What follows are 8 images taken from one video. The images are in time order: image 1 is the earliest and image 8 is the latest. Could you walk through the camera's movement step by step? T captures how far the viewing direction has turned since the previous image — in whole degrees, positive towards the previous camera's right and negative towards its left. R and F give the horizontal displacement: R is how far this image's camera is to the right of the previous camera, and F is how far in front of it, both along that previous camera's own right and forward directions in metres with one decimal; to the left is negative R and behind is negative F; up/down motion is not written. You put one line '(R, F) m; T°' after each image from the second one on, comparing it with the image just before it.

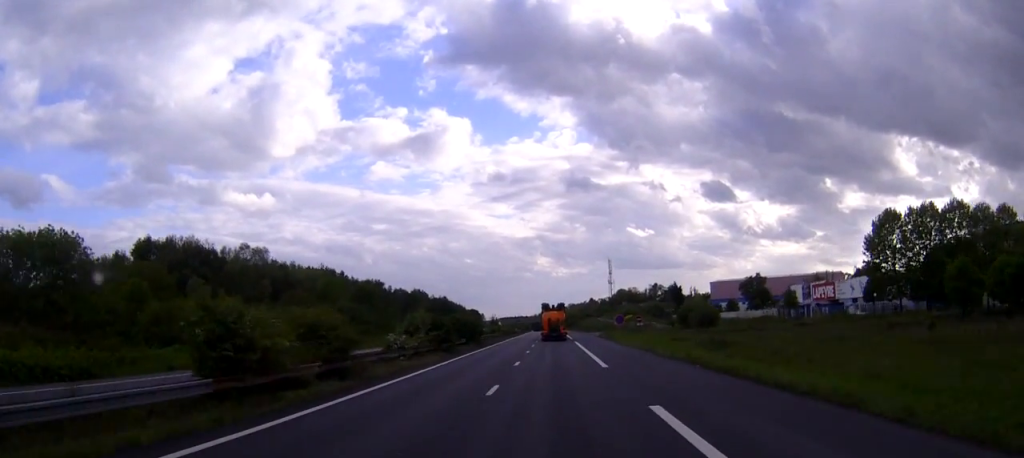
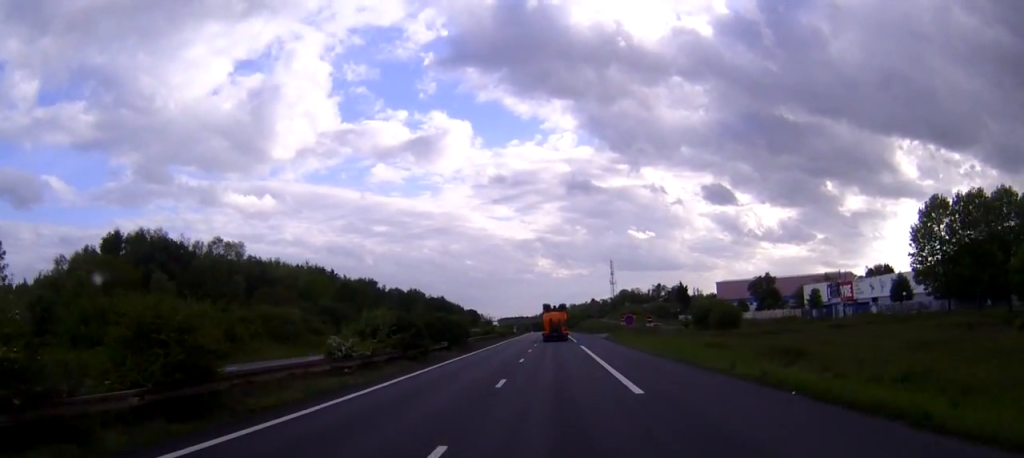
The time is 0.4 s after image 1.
(0.0, +10.9) m; 0°
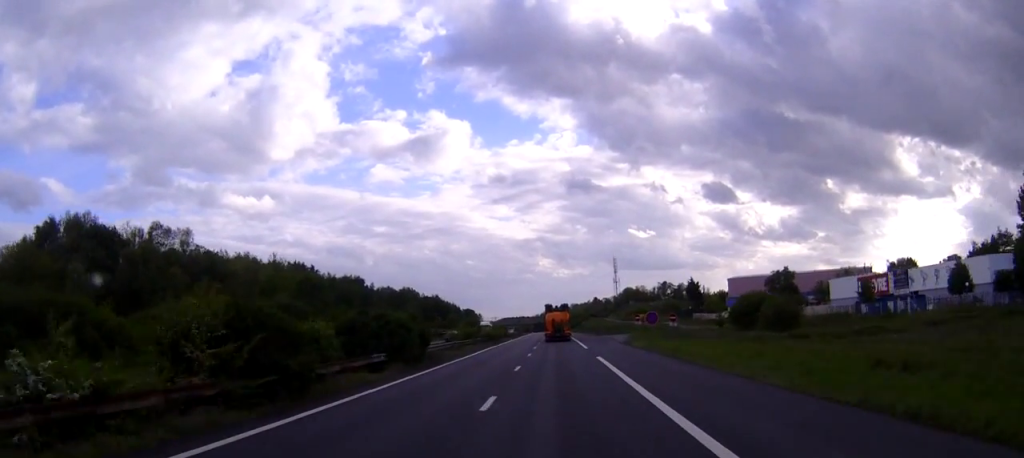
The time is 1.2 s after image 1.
(0.0, +19.2) m; 0°
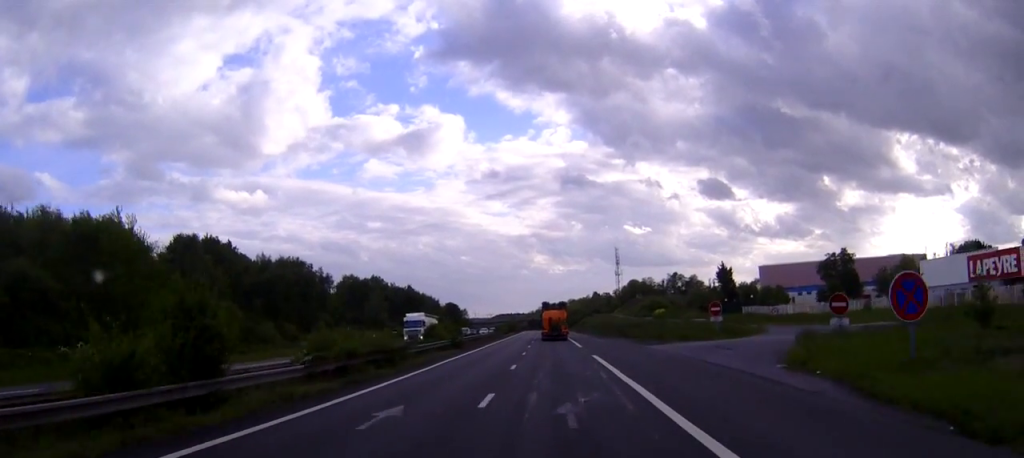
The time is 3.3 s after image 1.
(+0.2, +51.8) m; 0°
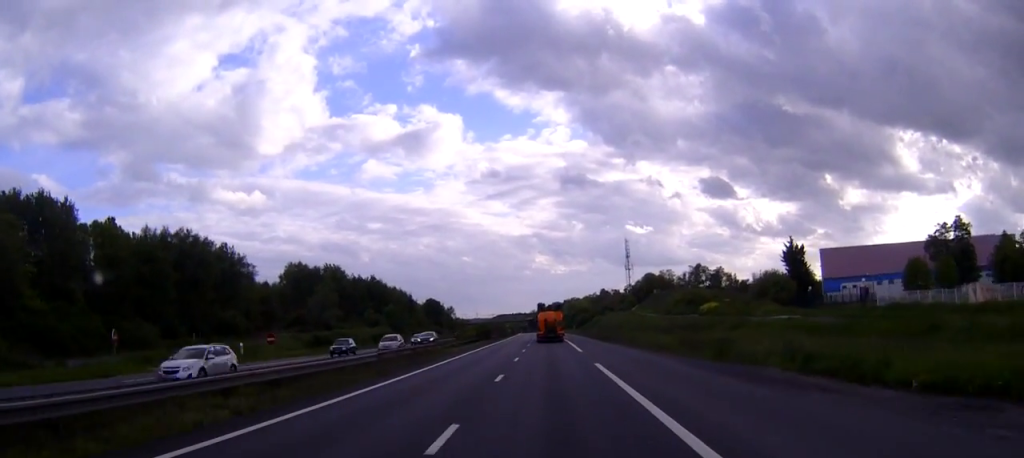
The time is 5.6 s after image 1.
(-0.1, +57.6) m; 0°
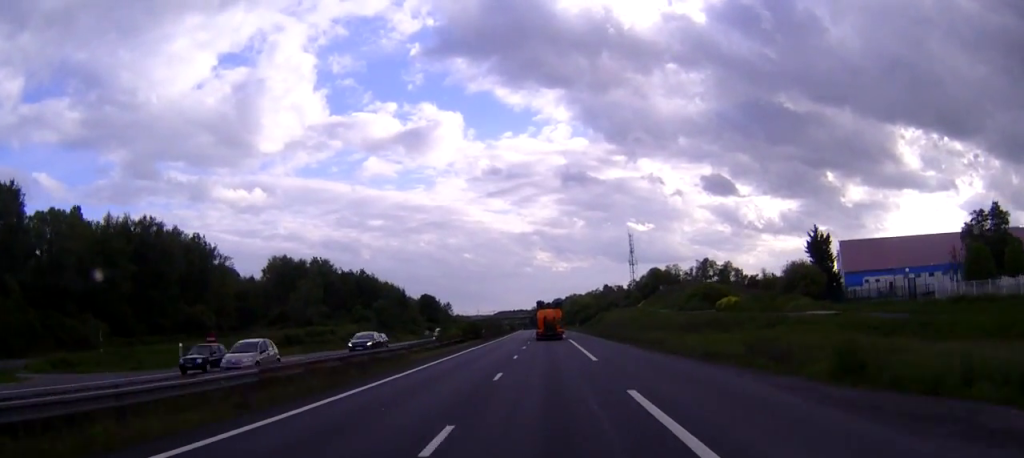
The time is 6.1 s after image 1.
(0.0, +13.4) m; 0°
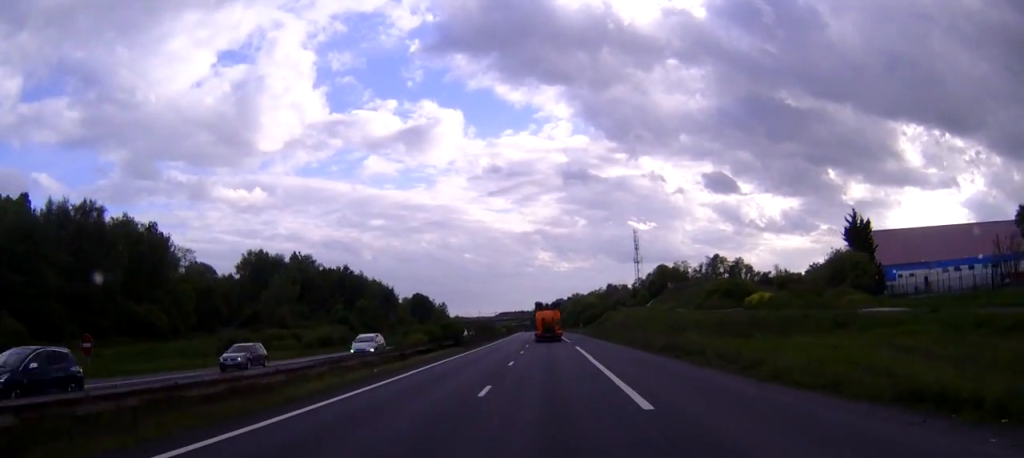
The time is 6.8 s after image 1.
(0.0, +17.5) m; 0°
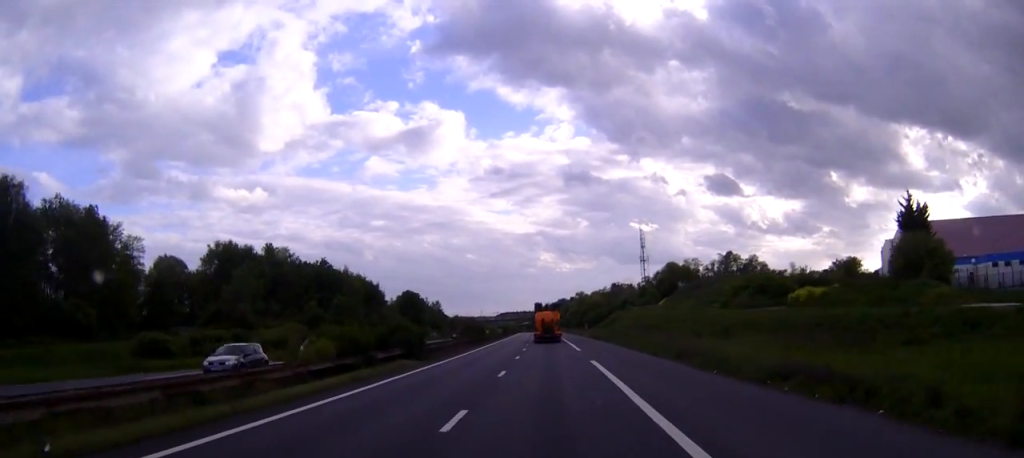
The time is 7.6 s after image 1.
(0.0, +19.2) m; 0°
